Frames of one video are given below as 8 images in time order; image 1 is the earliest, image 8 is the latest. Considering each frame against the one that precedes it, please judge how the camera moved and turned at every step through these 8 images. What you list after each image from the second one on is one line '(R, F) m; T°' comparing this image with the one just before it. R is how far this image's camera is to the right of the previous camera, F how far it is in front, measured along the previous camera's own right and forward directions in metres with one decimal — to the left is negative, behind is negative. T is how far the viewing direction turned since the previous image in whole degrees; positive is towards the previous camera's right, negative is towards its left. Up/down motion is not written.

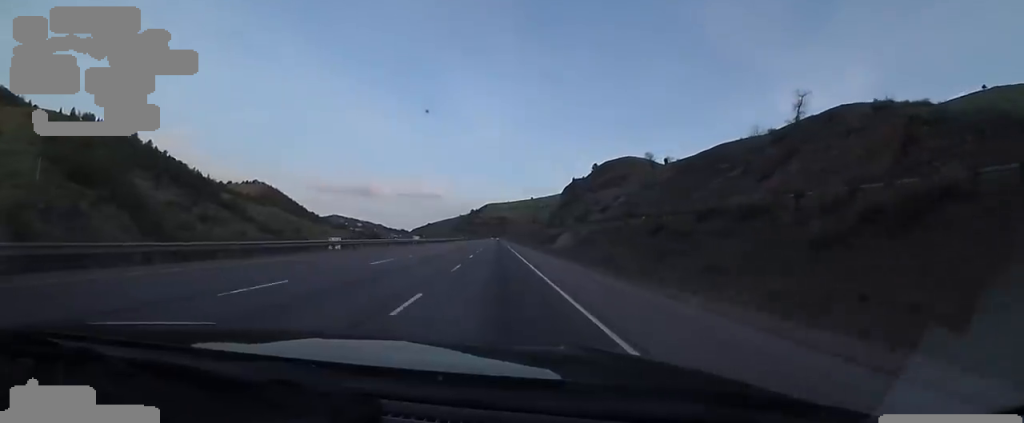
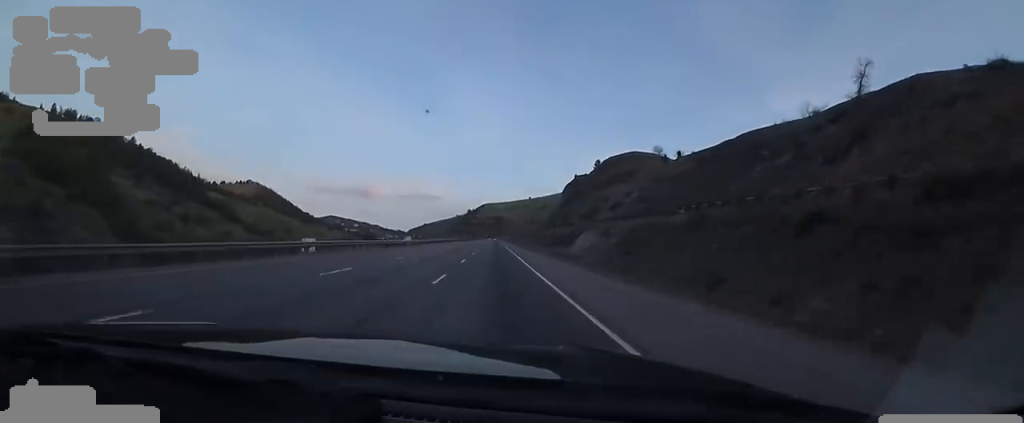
(+0.6, +17.4) m; +1°
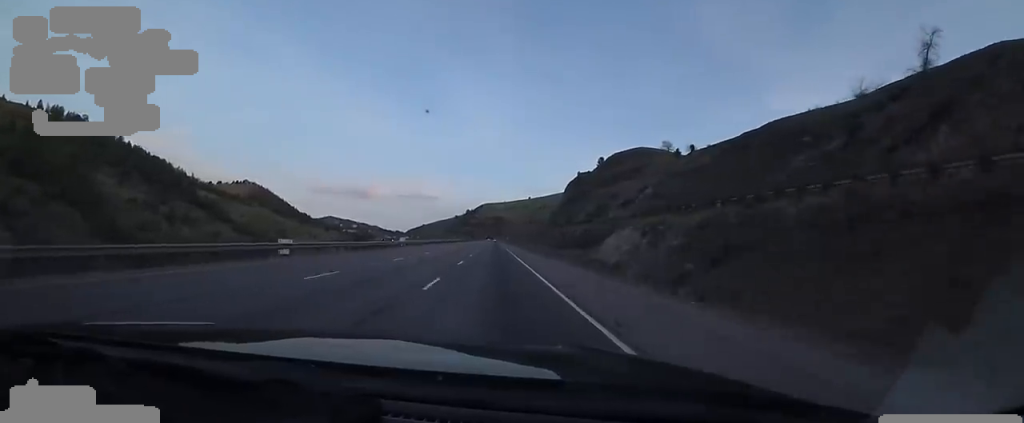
(+0.1, +13.2) m; 0°
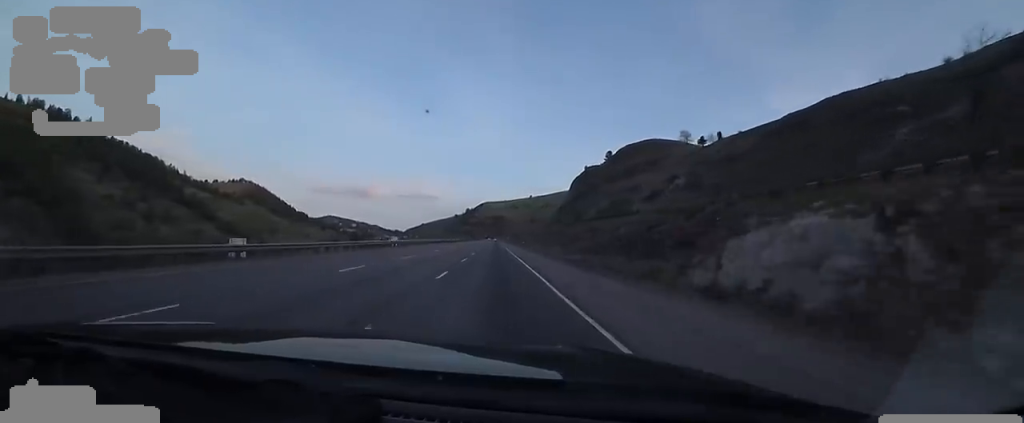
(+0.3, +20.3) m; -2°
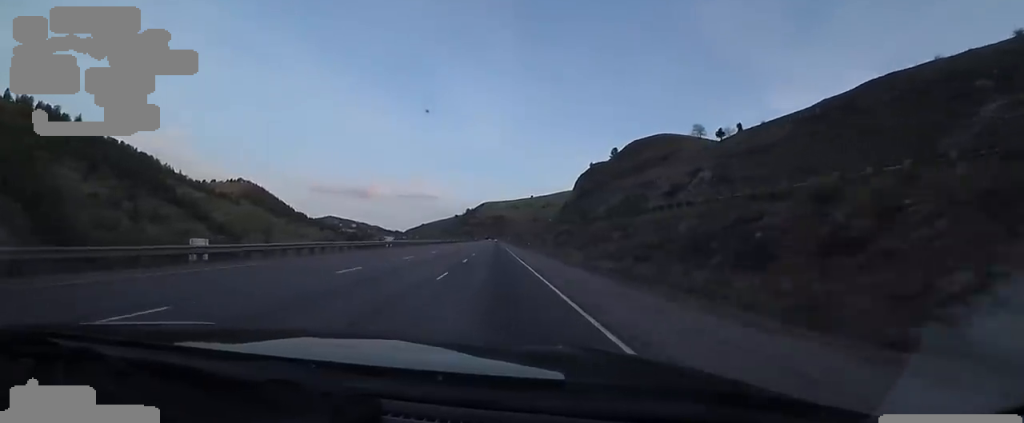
(-0.4, +12.1) m; 0°
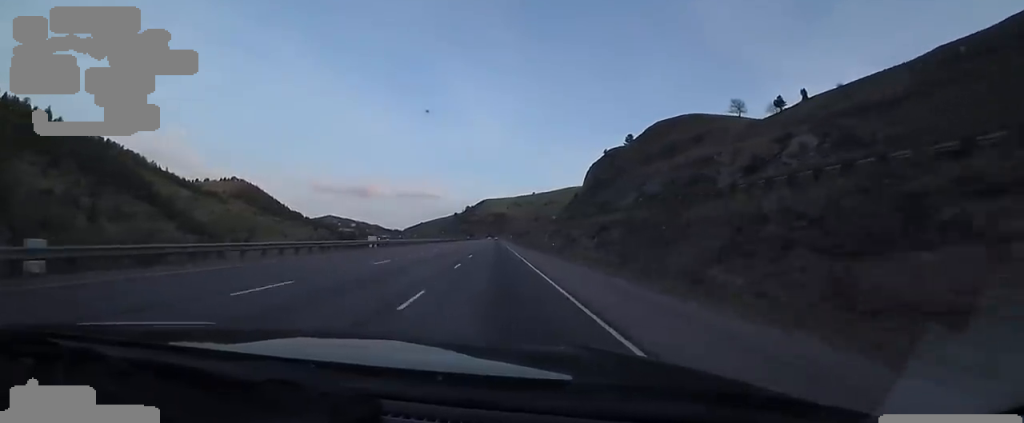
(-0.7, +30.4) m; 0°
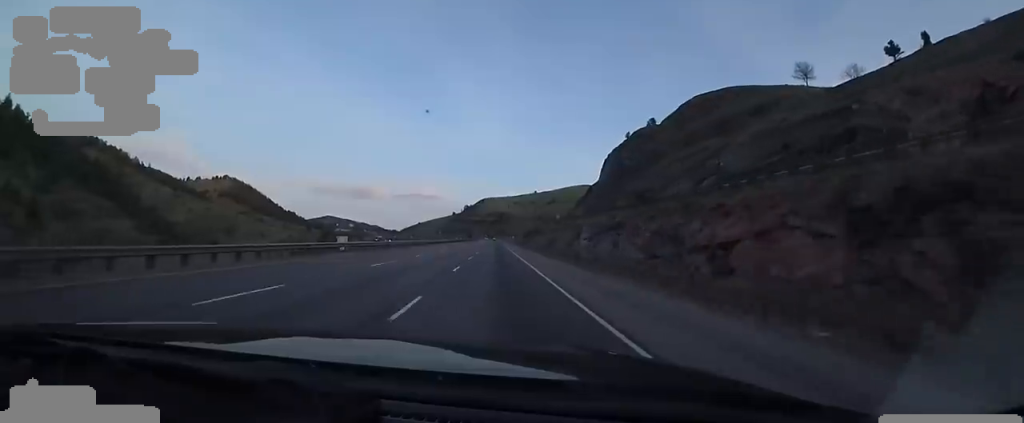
(+1.0, +36.4) m; +1°
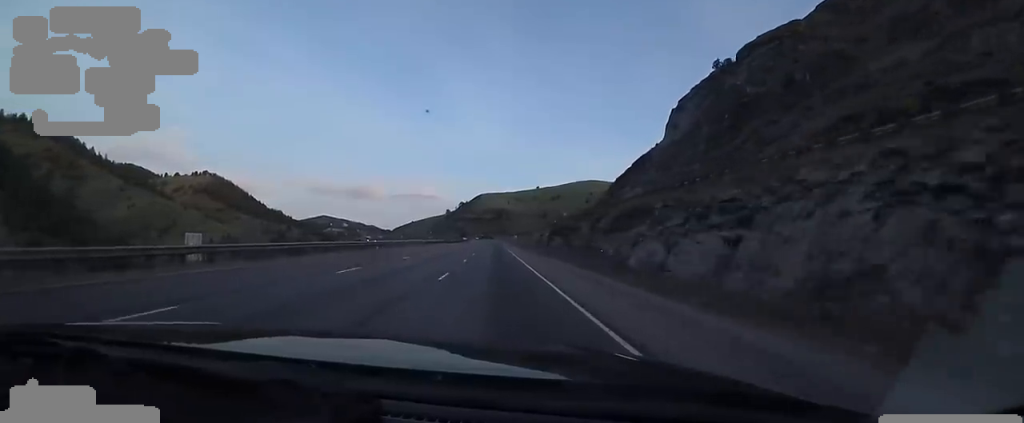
(-0.5, +76.9) m; +1°
